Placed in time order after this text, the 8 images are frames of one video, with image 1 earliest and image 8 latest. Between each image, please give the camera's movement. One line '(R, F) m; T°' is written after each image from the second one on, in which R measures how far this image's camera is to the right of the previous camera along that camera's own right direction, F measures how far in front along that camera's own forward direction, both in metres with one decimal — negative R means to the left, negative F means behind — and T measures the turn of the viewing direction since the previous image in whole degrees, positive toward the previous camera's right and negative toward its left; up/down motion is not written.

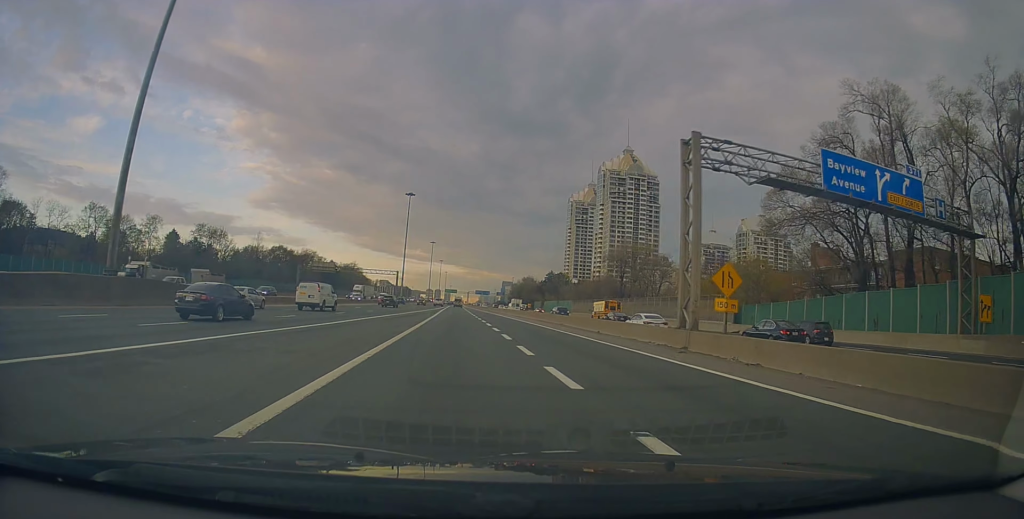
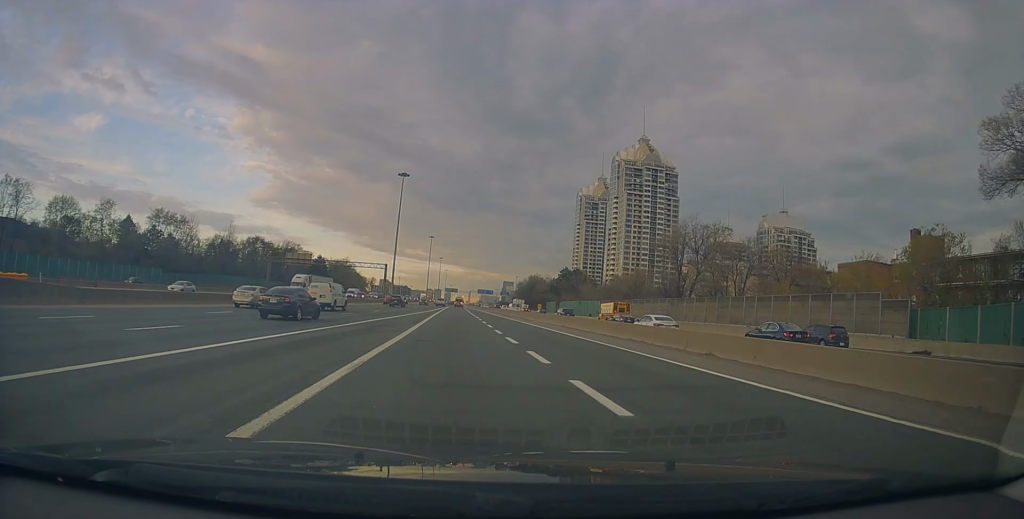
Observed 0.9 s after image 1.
(-0.1, +27.0) m; 0°
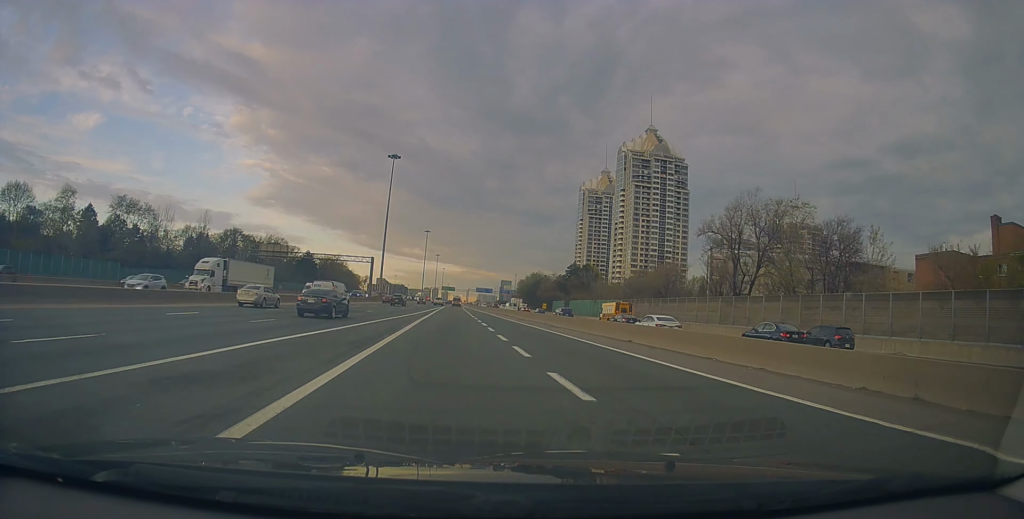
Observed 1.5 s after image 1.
(+0.2, +16.4) m; 0°
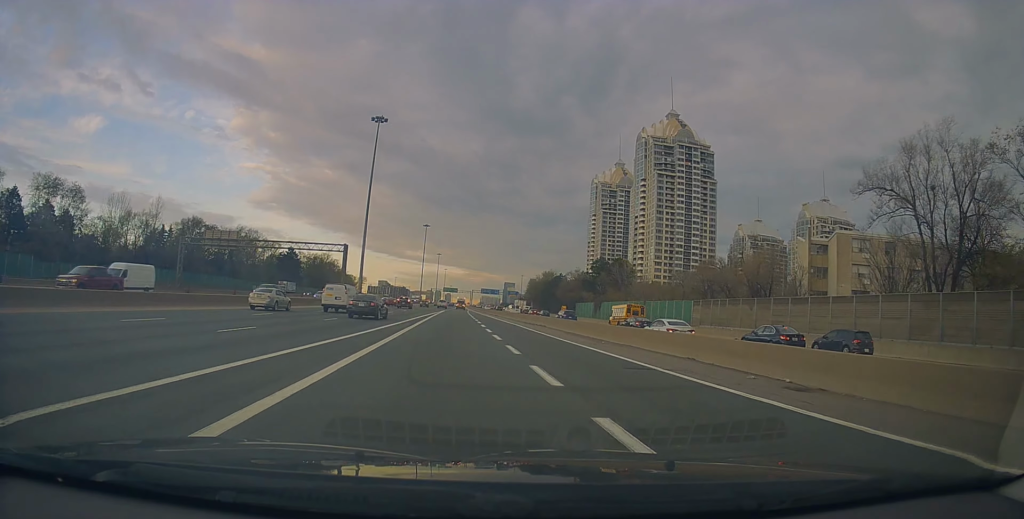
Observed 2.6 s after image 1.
(-0.2, +28.5) m; 0°
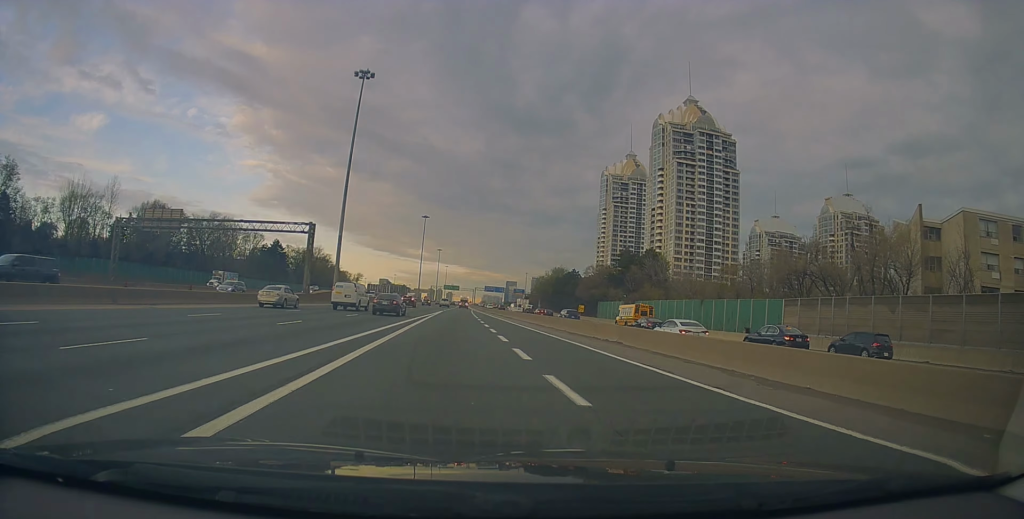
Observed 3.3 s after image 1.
(+0.1, +20.5) m; 0°
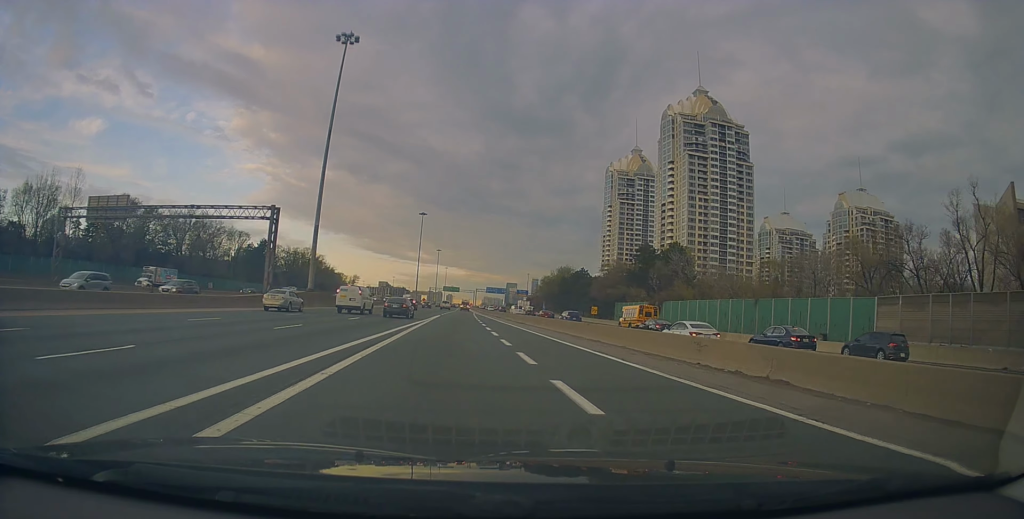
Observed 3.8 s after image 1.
(0.0, +12.2) m; 0°
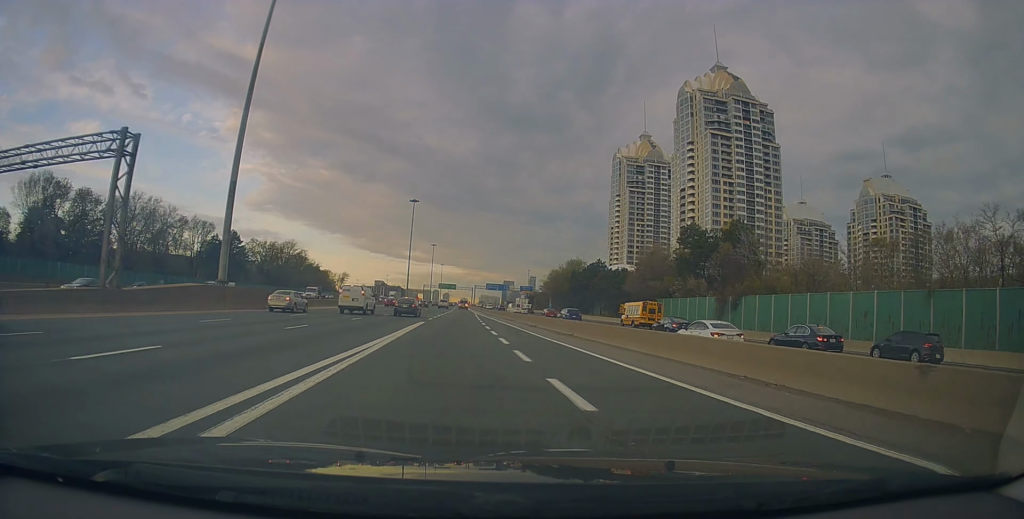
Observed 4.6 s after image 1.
(-0.1, +23.4) m; 0°
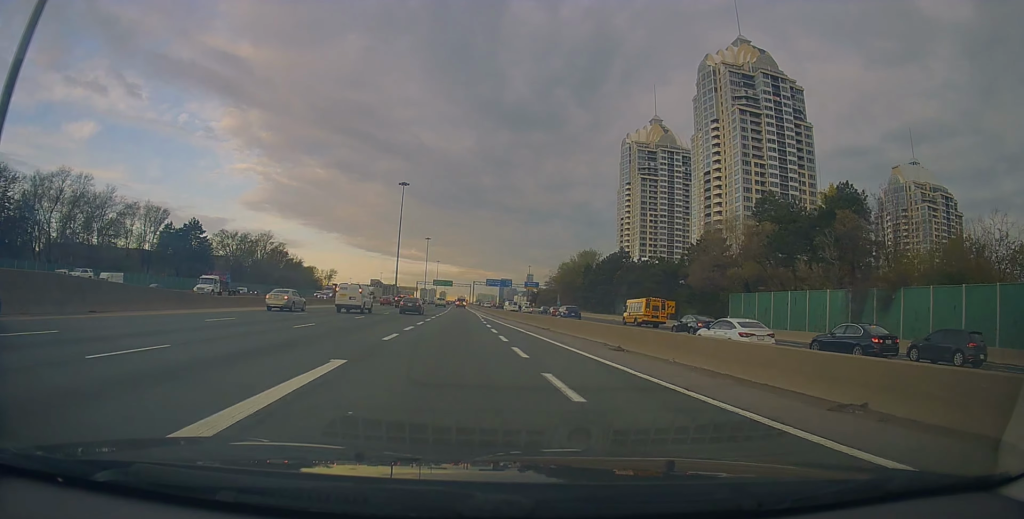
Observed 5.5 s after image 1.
(0.0, +23.8) m; 0°
